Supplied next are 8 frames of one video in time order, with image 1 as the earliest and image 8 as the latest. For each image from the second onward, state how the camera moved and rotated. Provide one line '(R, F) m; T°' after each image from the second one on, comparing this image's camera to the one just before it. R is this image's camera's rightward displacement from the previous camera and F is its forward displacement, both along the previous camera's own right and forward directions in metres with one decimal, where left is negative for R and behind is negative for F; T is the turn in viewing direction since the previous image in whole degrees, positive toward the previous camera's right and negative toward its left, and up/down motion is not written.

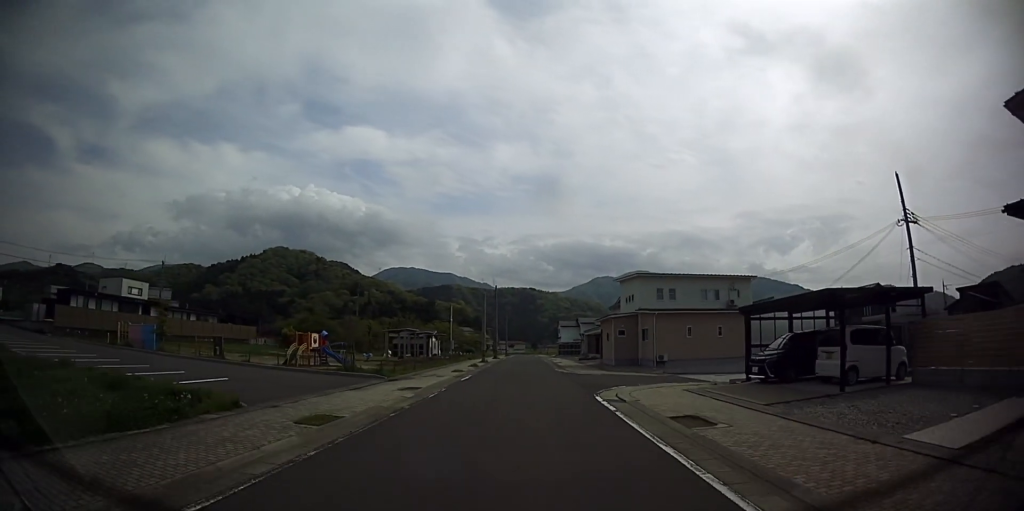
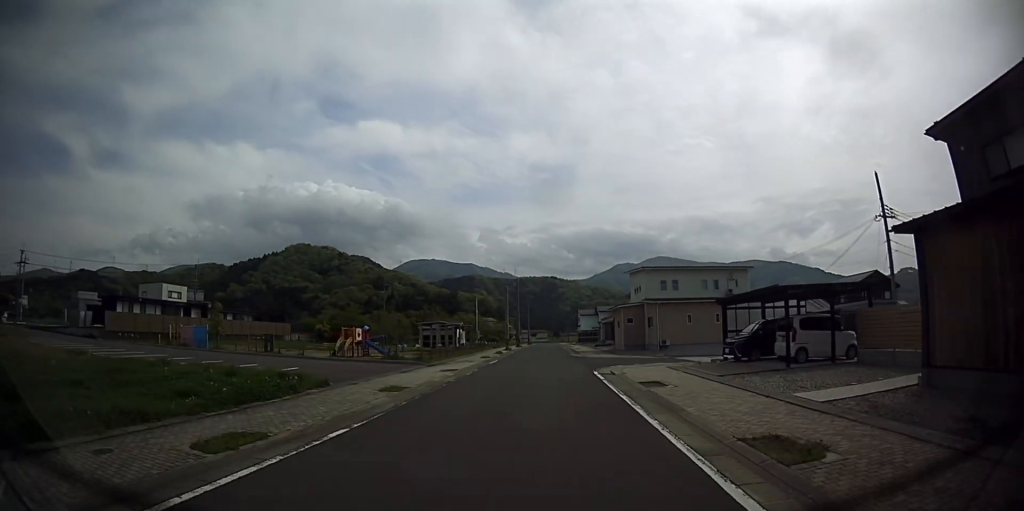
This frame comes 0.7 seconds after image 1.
(-0.3, +3.4) m; -7°
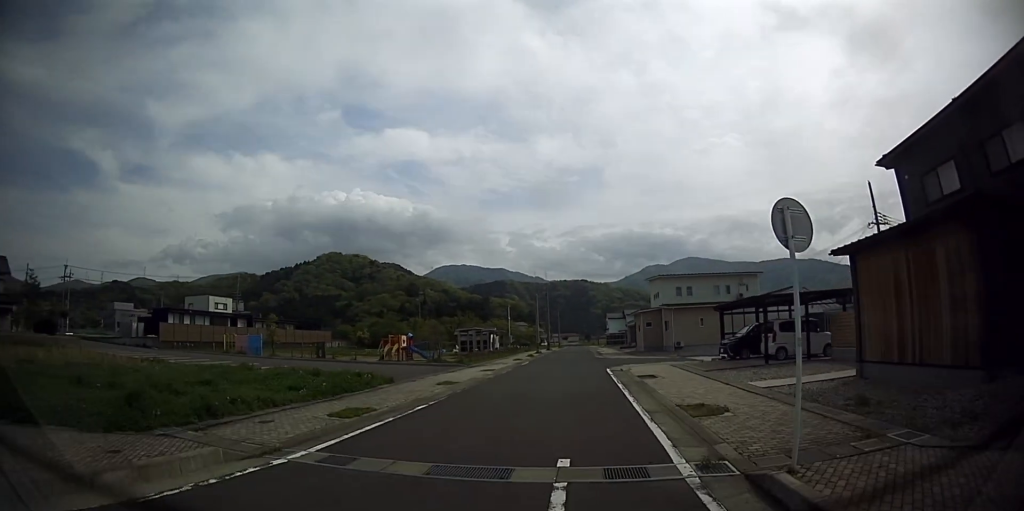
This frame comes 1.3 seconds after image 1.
(-0.1, +3.4) m; -4°
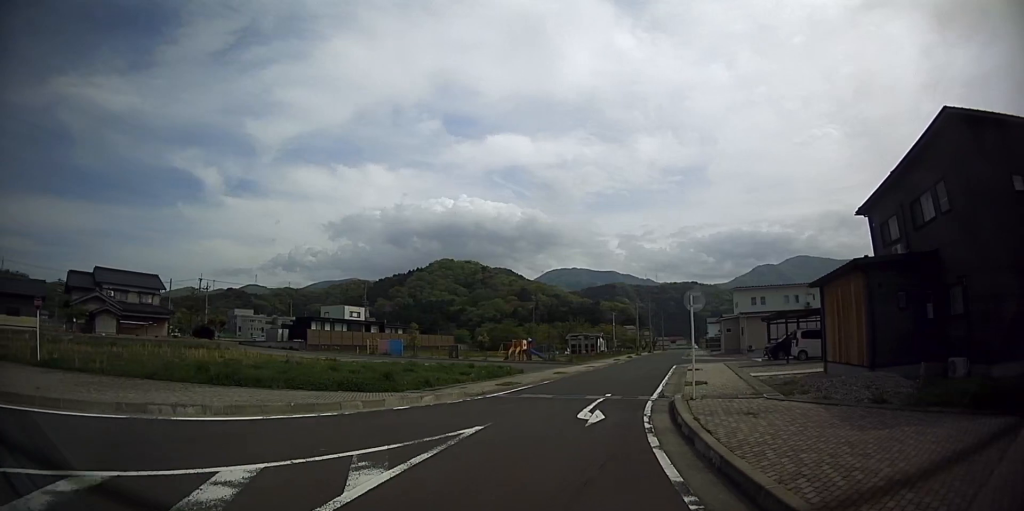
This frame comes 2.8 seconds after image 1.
(-0.6, +9.1) m; -8°
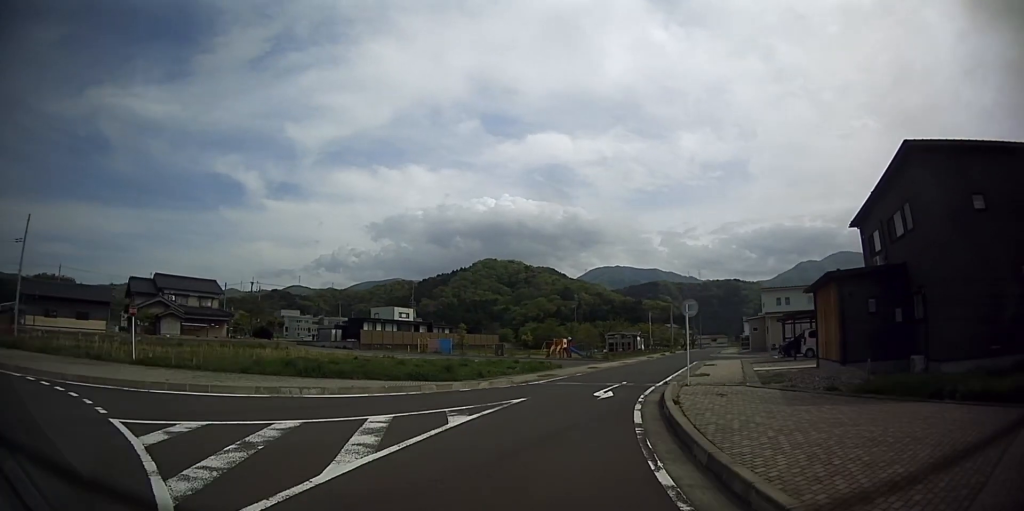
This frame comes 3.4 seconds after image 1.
(-0.1, +3.9) m; -3°
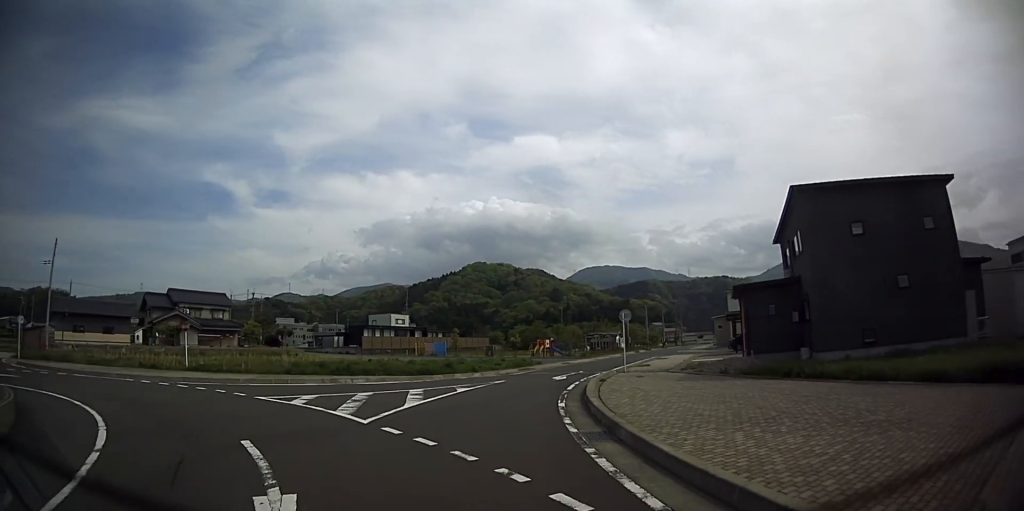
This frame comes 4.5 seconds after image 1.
(0.0, +6.3) m; +13°
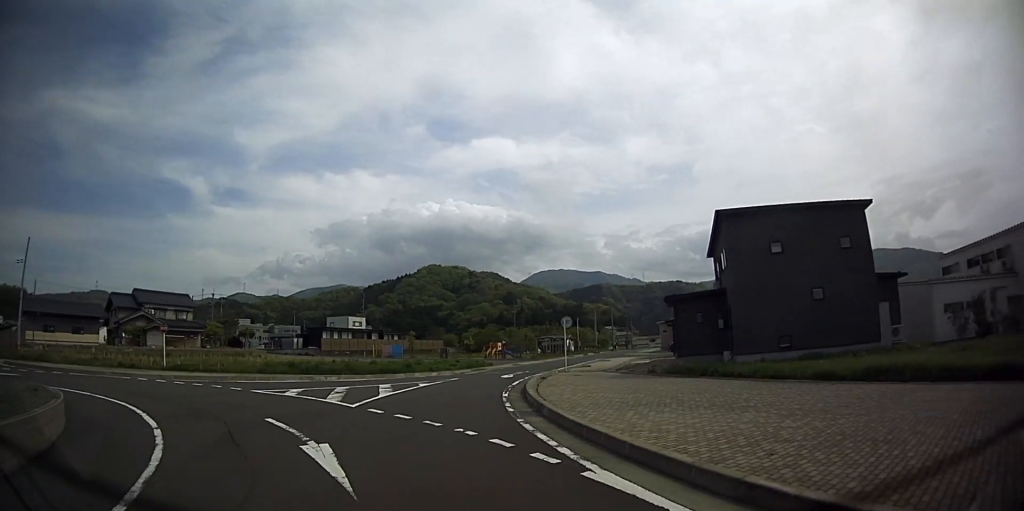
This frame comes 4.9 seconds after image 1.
(+0.6, +2.3) m; +10°
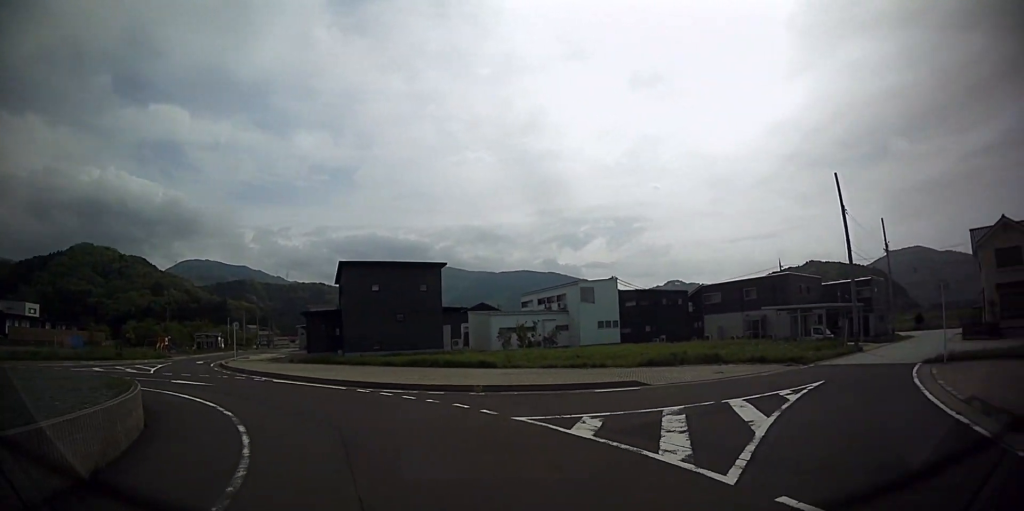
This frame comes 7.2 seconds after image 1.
(+4.9, +9.1) m; +59°
